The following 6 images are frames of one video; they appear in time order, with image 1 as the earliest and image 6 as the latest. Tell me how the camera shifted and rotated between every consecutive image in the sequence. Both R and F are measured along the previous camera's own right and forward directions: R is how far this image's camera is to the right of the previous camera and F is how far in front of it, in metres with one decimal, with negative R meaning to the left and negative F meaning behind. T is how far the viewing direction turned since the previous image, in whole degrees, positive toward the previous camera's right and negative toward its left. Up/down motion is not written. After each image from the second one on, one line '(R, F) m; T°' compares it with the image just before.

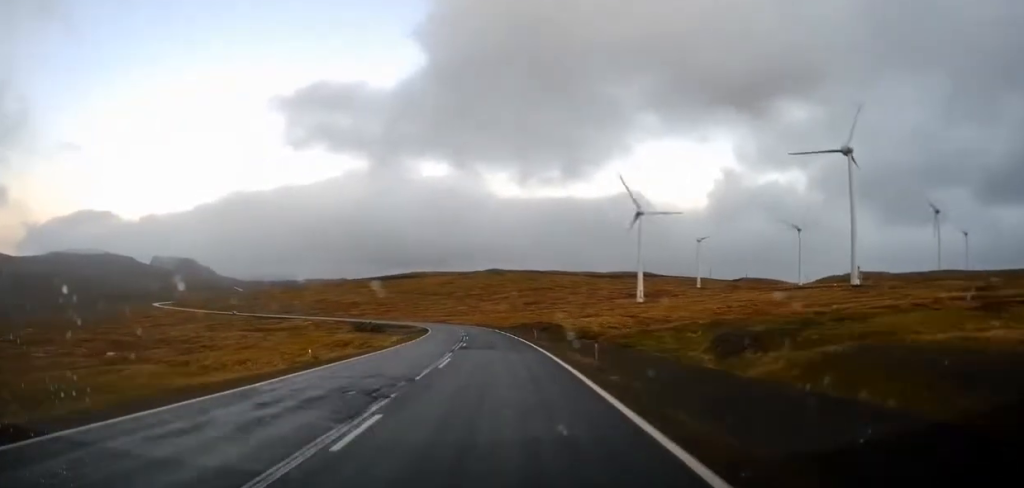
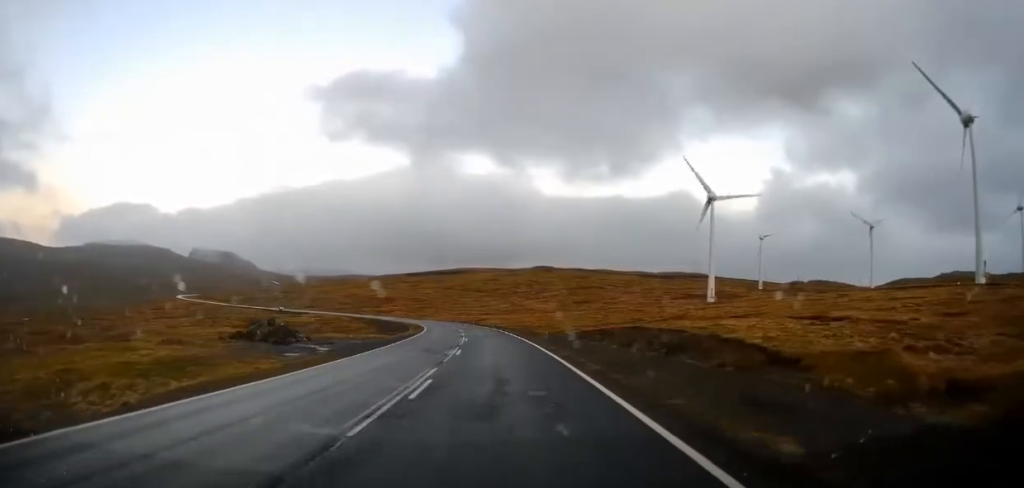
(-2.3, +43.4) m; -6°
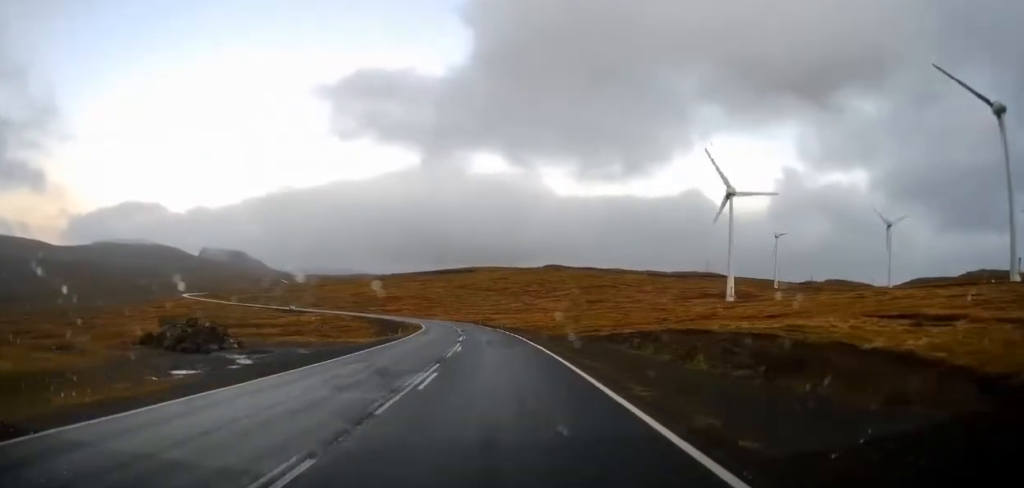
(+0.1, +10.6) m; -1°
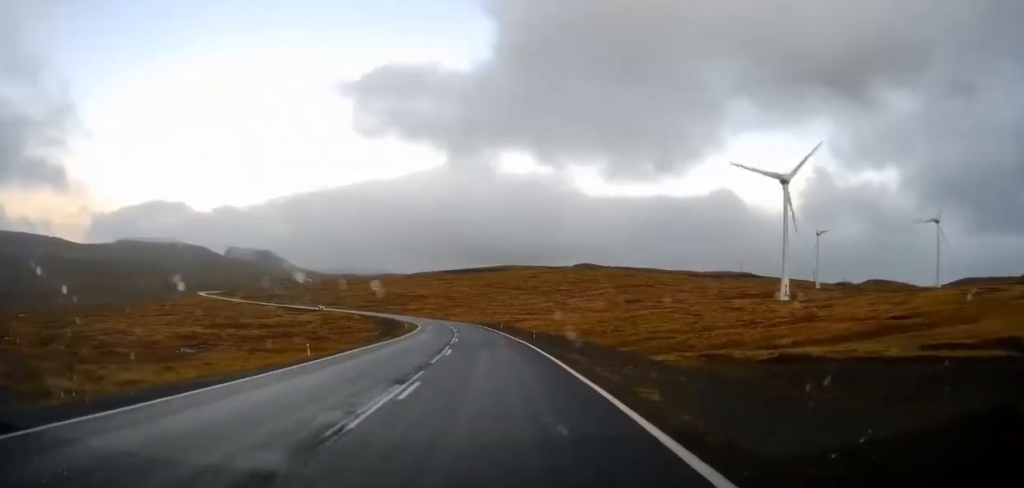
(-0.5, +25.9) m; -2°
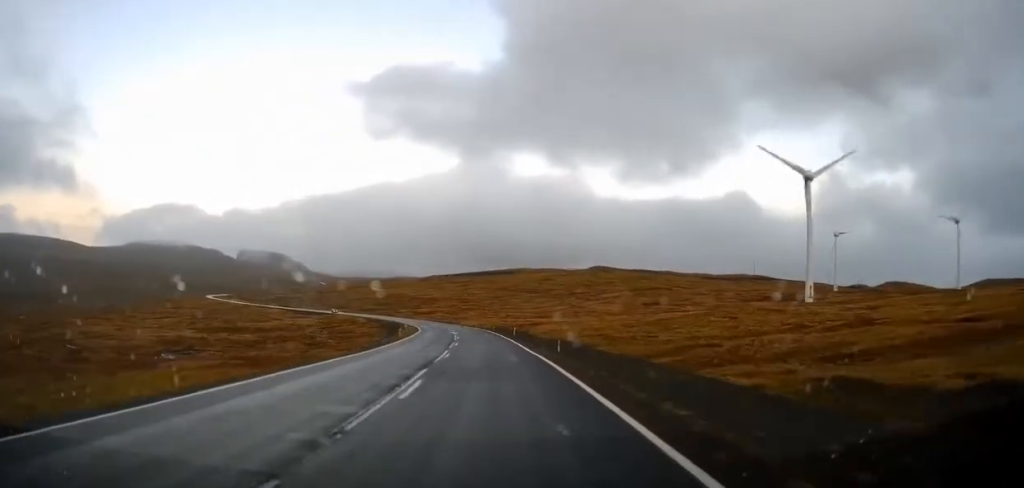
(0.0, +9.9) m; 0°
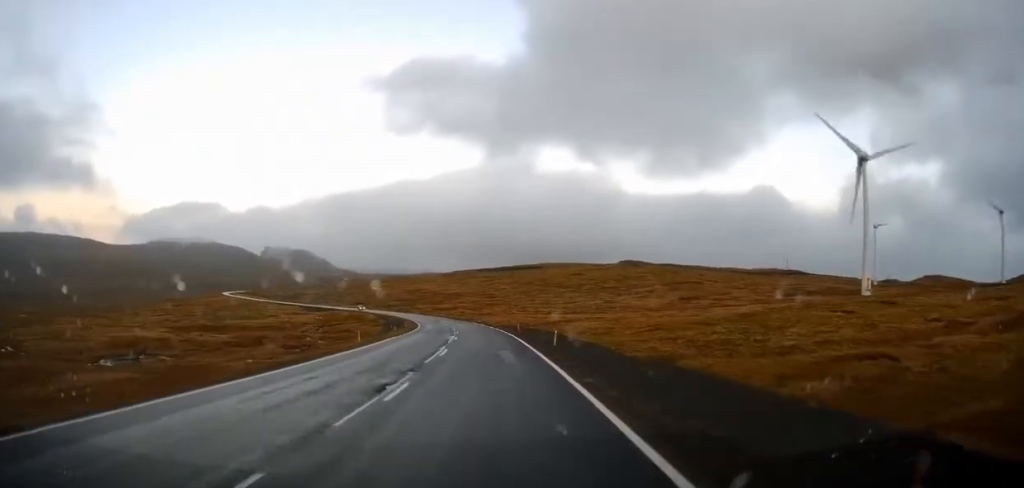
(-0.4, +21.7) m; -4°
